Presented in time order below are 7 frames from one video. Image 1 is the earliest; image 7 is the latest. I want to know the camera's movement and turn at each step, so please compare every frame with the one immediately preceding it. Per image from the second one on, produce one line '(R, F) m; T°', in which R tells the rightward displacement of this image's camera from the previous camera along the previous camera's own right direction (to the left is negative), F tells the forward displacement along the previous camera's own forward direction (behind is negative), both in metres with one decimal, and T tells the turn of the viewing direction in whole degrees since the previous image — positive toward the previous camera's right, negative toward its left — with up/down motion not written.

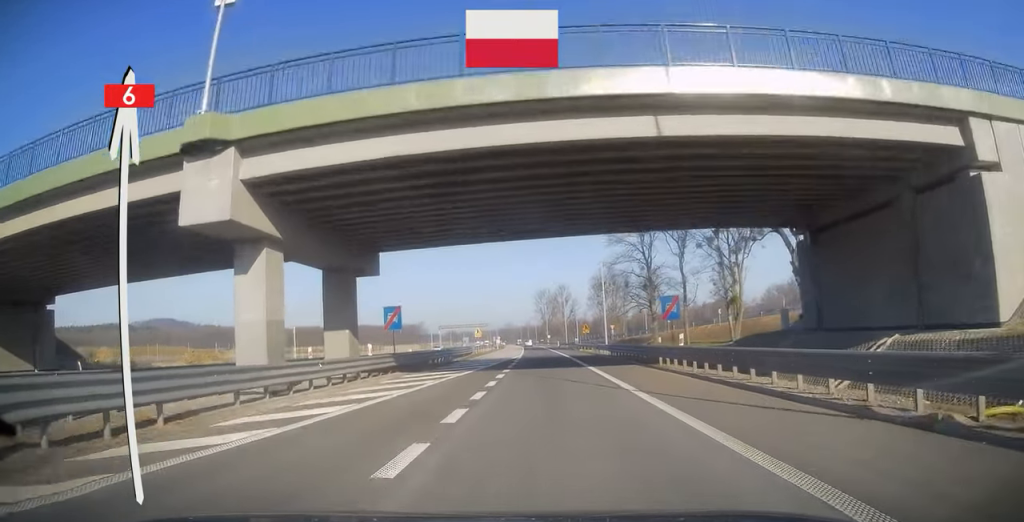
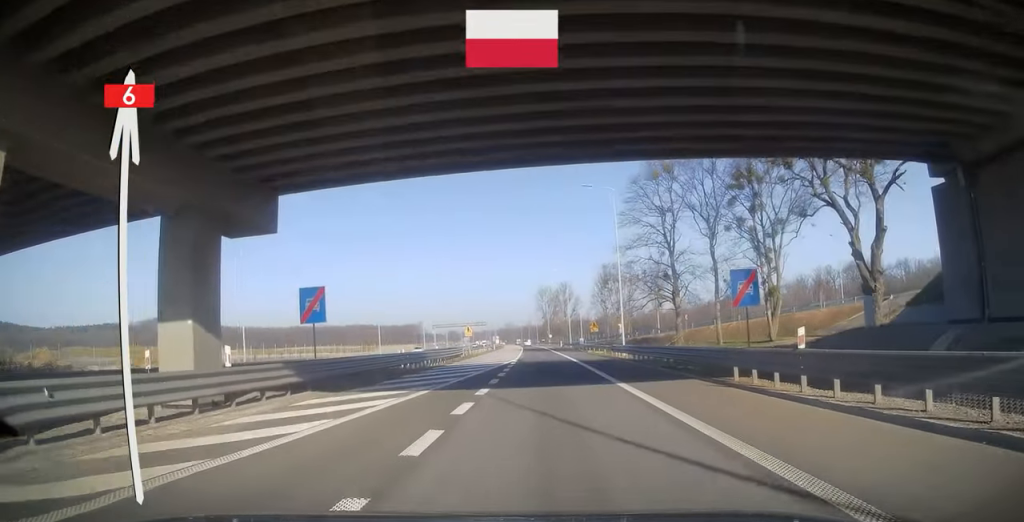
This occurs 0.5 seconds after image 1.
(0.0, +10.6) m; 0°
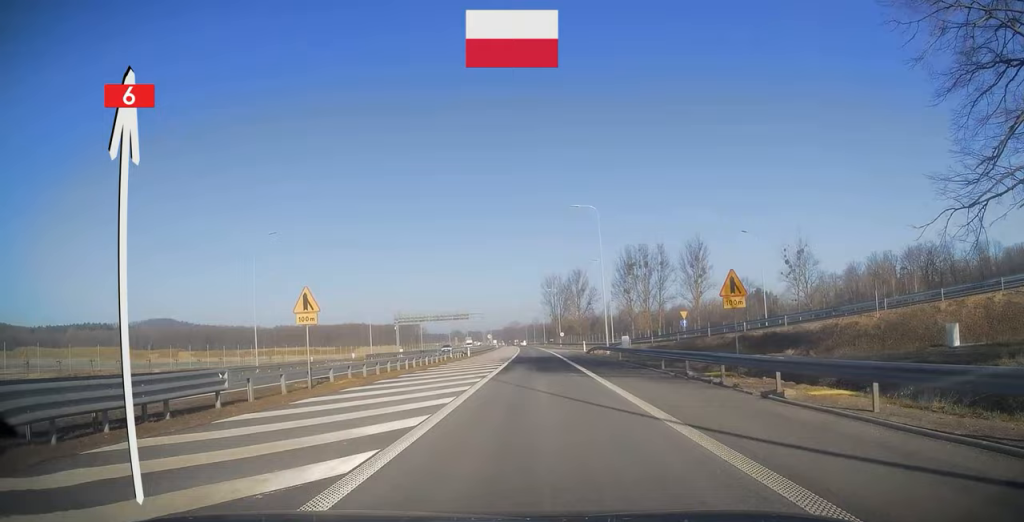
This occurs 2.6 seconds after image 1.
(-0.2, +46.5) m; 0°
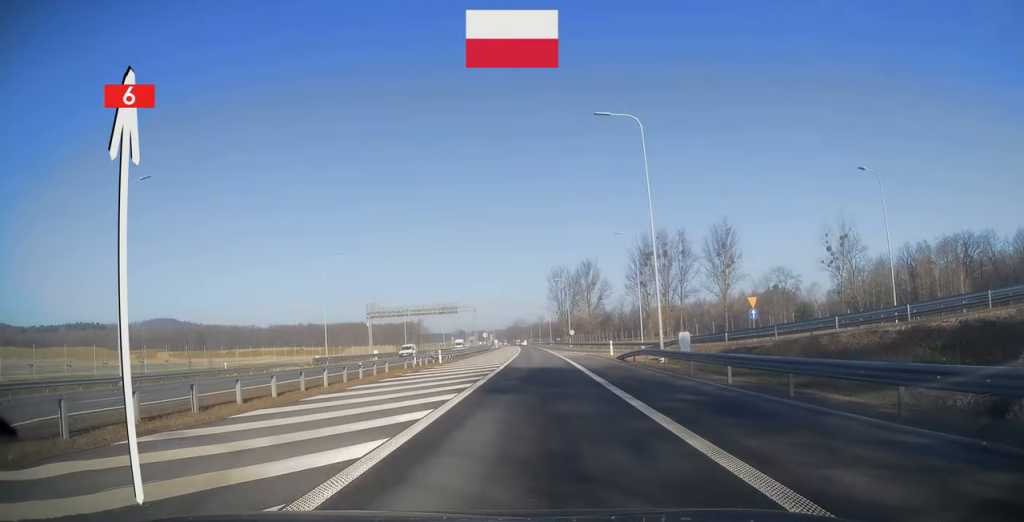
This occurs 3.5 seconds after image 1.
(0.0, +20.7) m; 0°
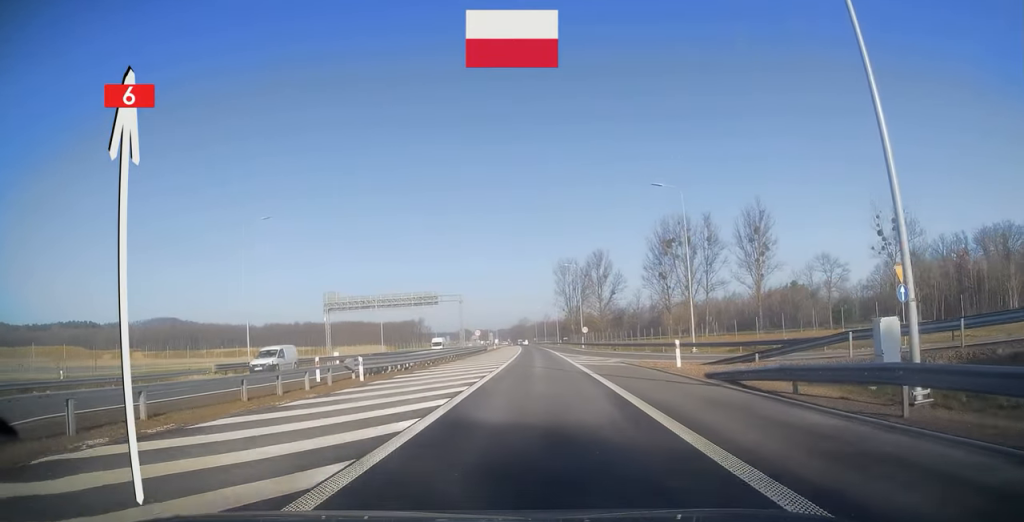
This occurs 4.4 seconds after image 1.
(-0.1, +20.1) m; -1°
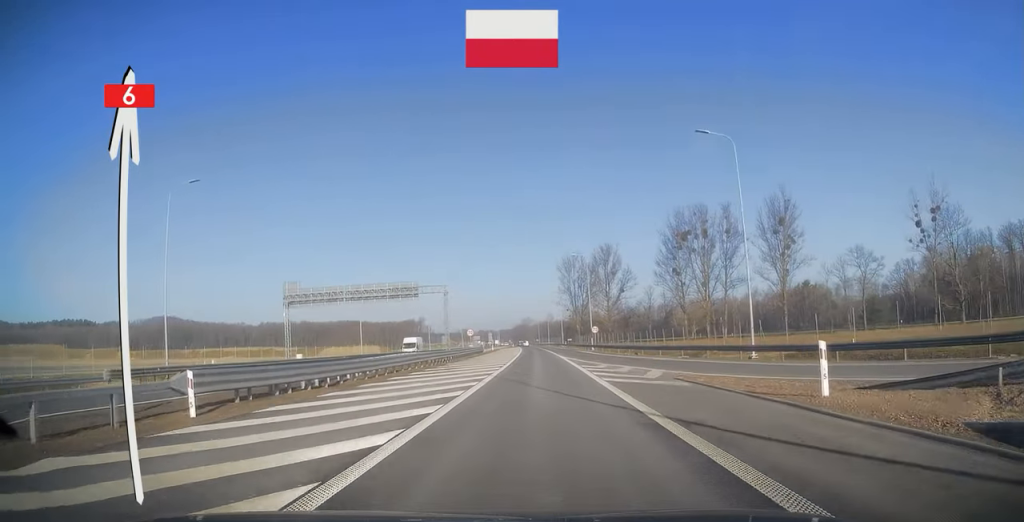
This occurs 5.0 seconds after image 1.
(-0.1, +12.3) m; 0°
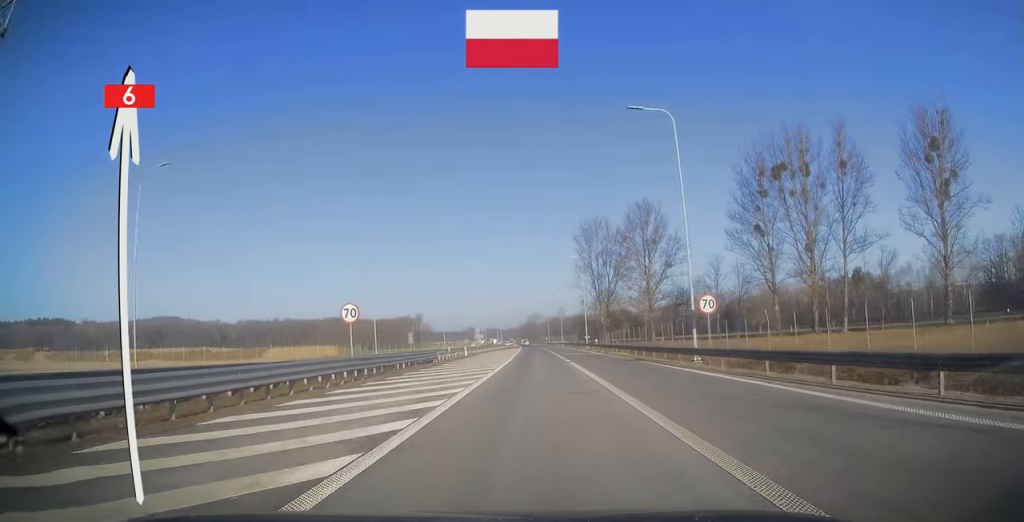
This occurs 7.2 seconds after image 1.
(-0.3, +49.2) m; -1°
